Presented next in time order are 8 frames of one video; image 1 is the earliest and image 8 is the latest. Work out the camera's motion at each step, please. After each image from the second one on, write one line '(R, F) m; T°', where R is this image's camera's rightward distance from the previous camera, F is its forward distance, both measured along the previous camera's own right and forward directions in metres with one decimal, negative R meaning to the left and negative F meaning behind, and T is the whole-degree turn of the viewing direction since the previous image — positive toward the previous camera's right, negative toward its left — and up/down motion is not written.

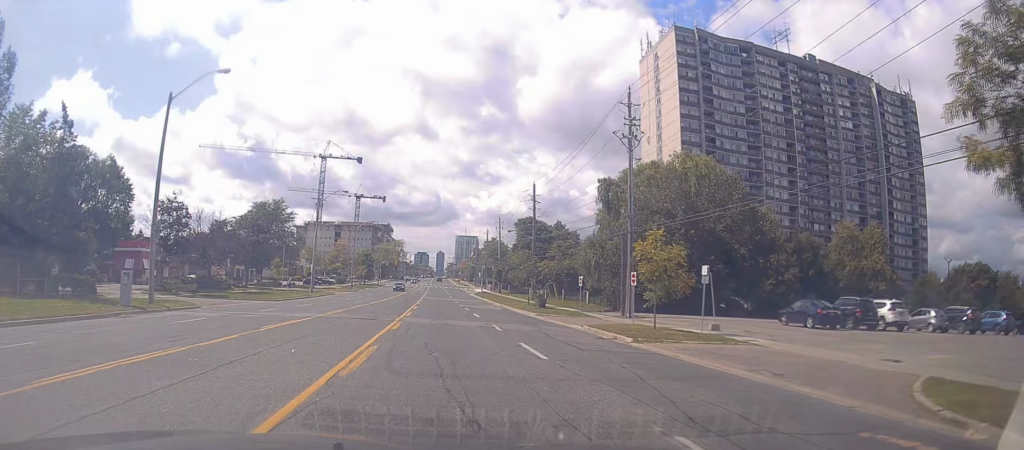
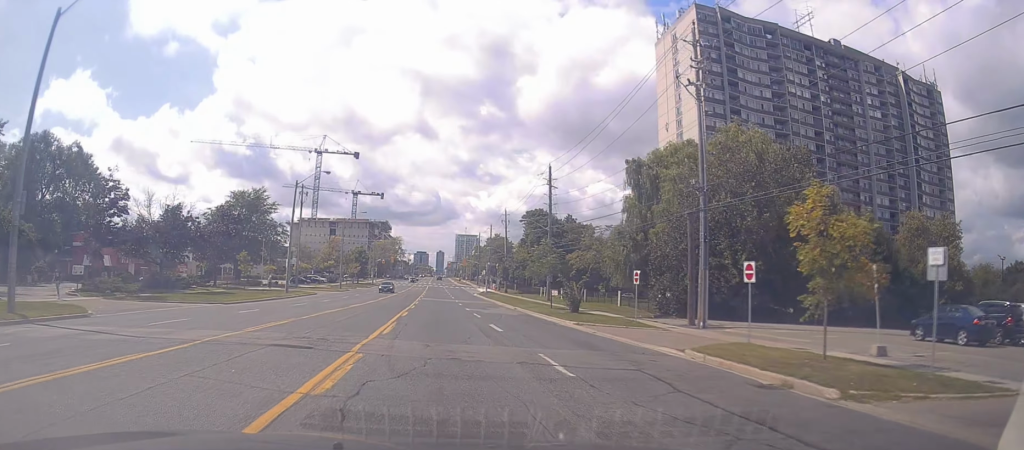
(+0.4, +10.7) m; 0°
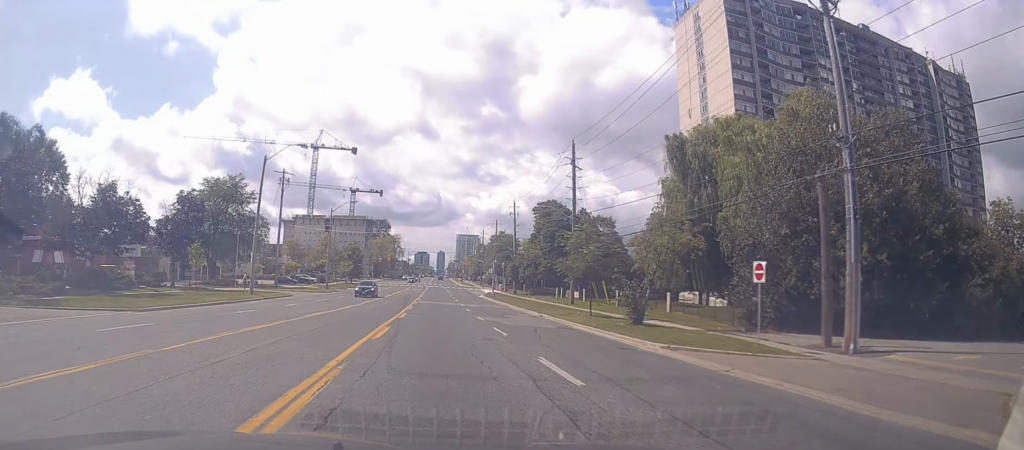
(-0.2, +10.8) m; -2°
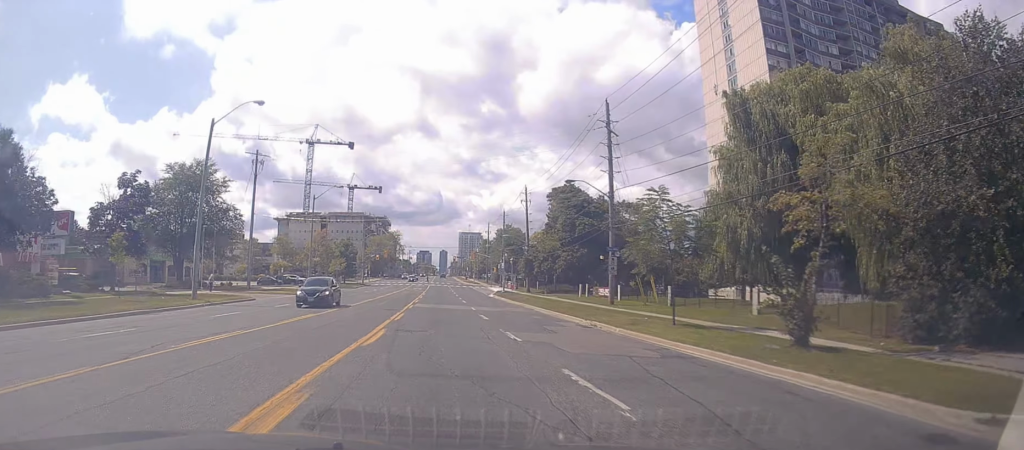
(-0.2, +11.2) m; 0°
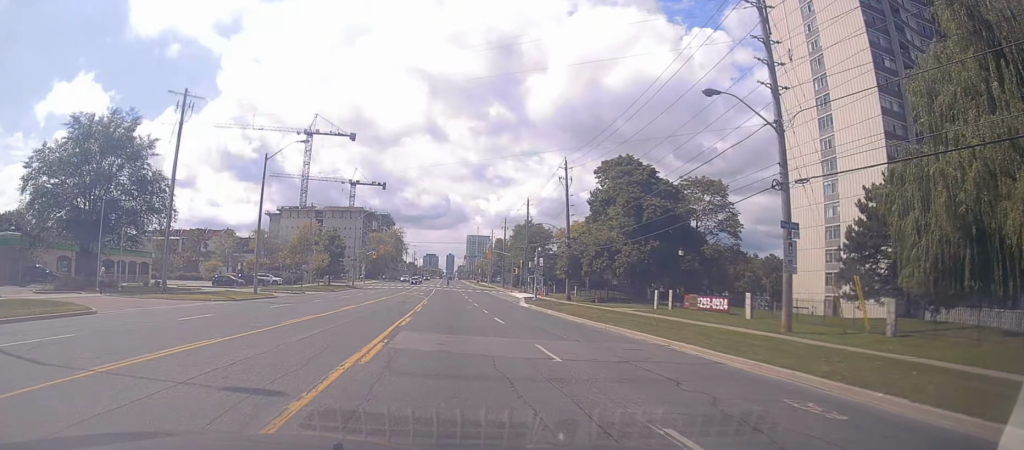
(+0.4, +21.1) m; 0°
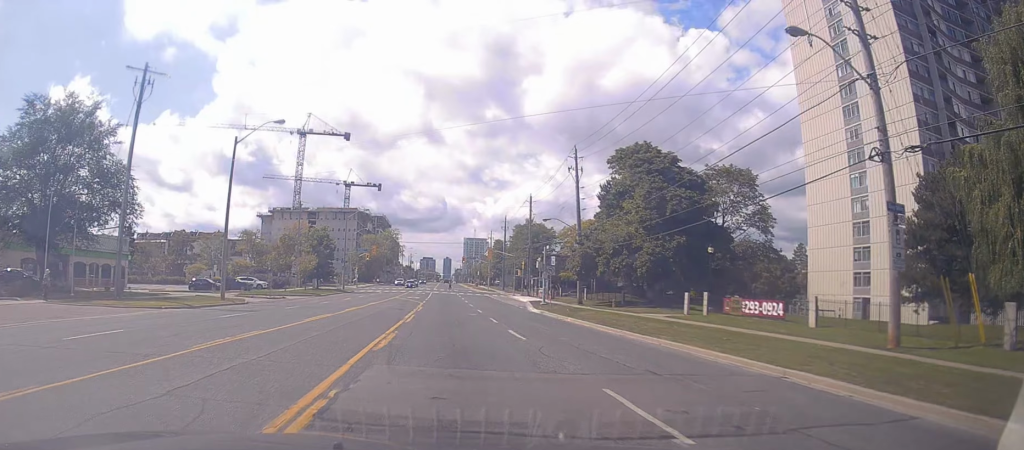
(-0.3, +6.1) m; 0°
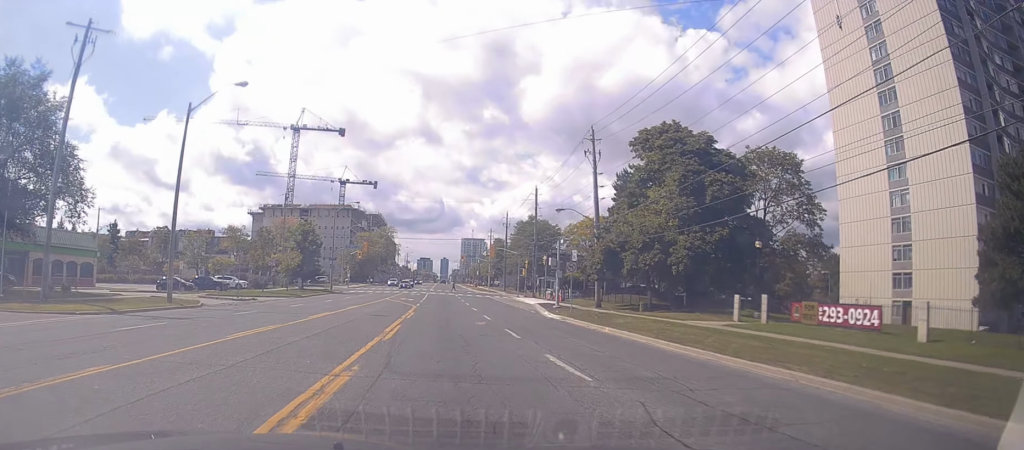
(0.0, +7.2) m; +1°
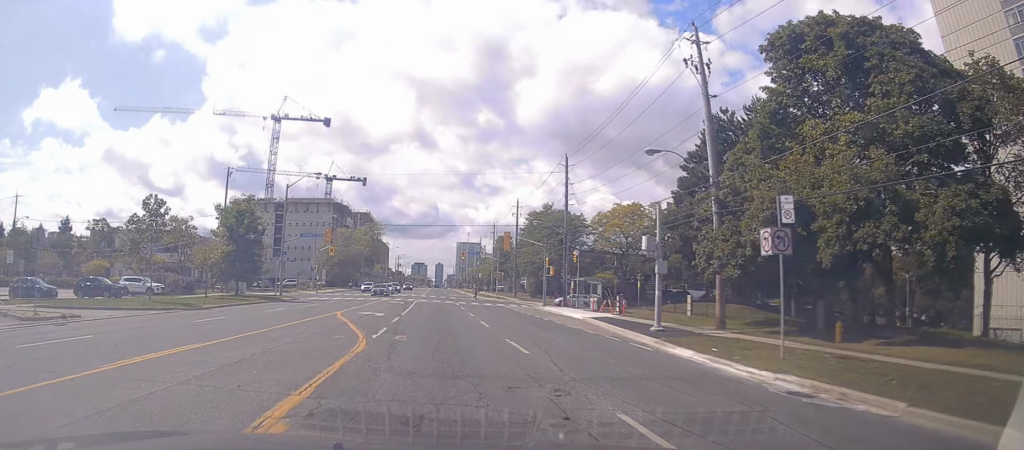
(+0.5, +21.3) m; 0°
